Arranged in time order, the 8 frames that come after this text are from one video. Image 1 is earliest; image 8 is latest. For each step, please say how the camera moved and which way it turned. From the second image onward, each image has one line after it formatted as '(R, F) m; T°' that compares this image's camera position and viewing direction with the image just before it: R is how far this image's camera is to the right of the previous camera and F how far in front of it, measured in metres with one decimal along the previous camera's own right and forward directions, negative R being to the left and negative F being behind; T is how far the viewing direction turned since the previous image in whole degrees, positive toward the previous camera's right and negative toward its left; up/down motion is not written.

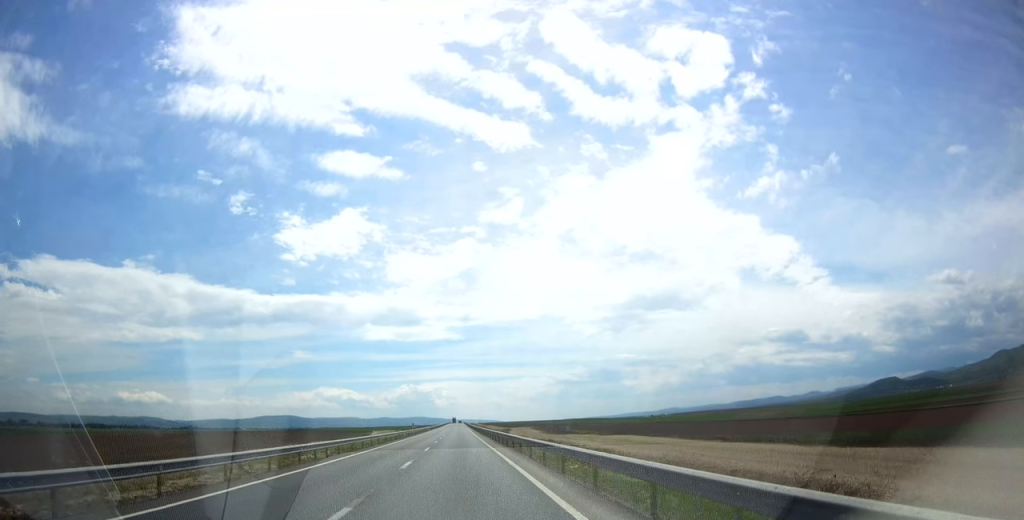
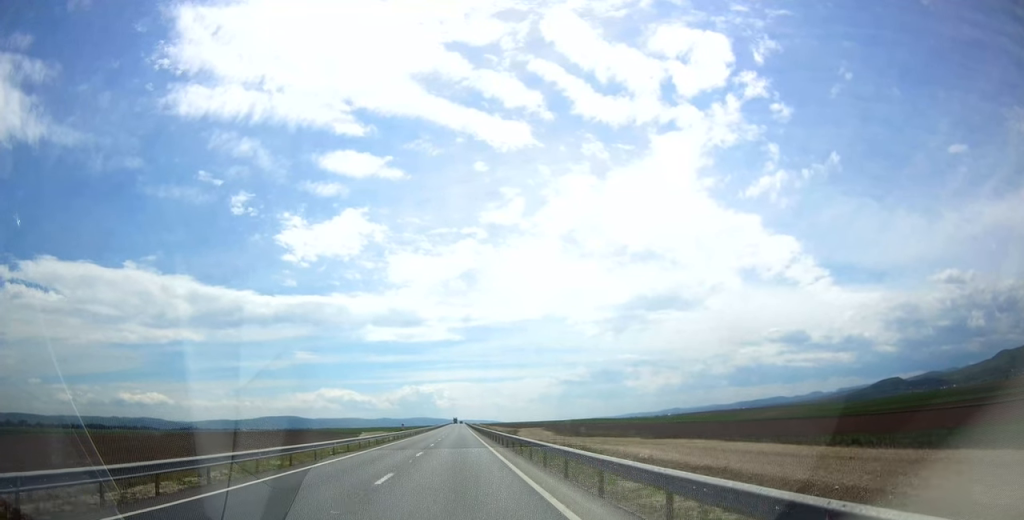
(-0.2, +17.3) m; 0°
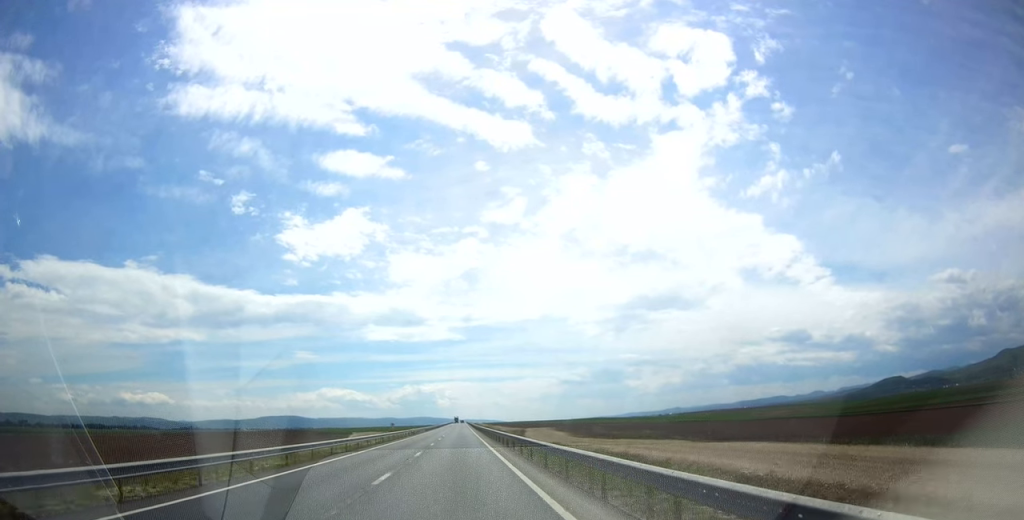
(0.0, +11.9) m; 0°
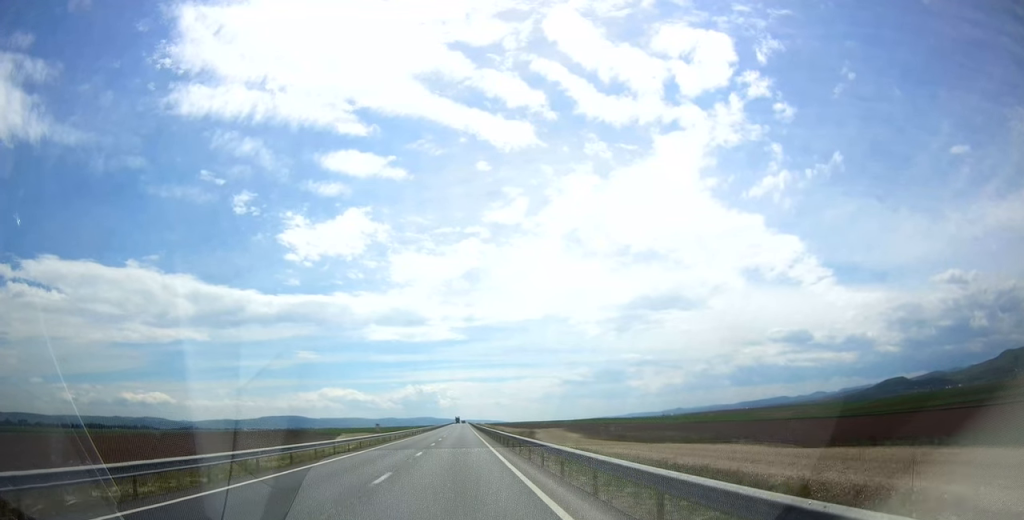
(+0.2, +12.0) m; 0°
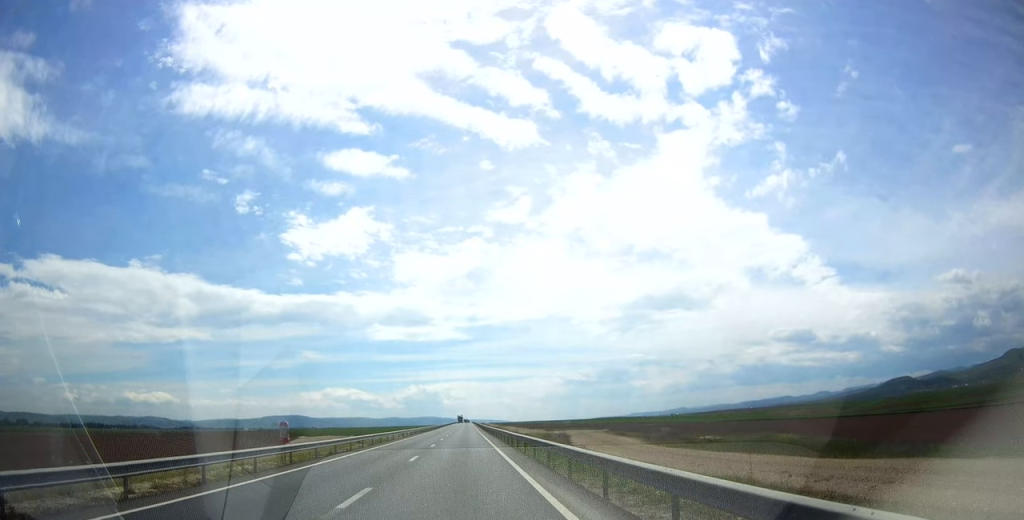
(-0.3, +28.4) m; -1°
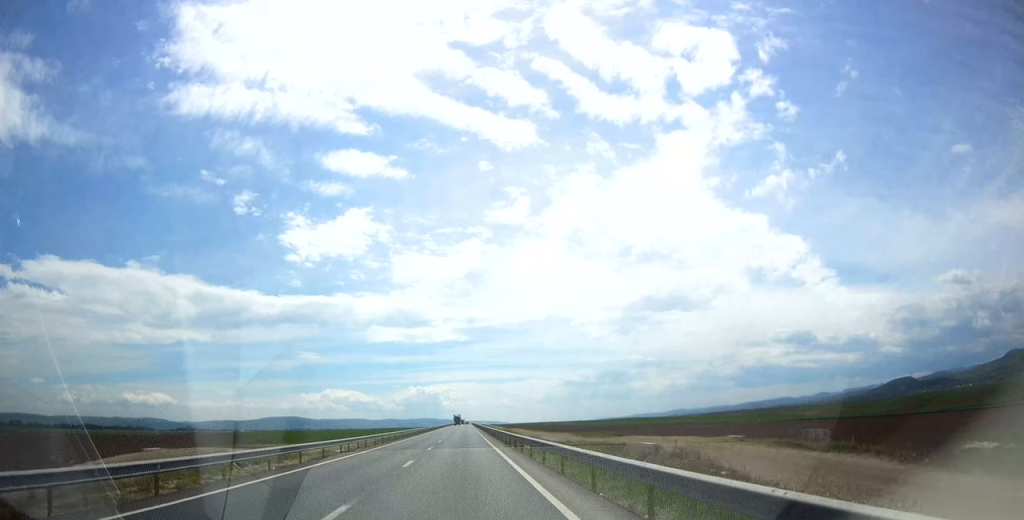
(-0.2, +38.3) m; 0°
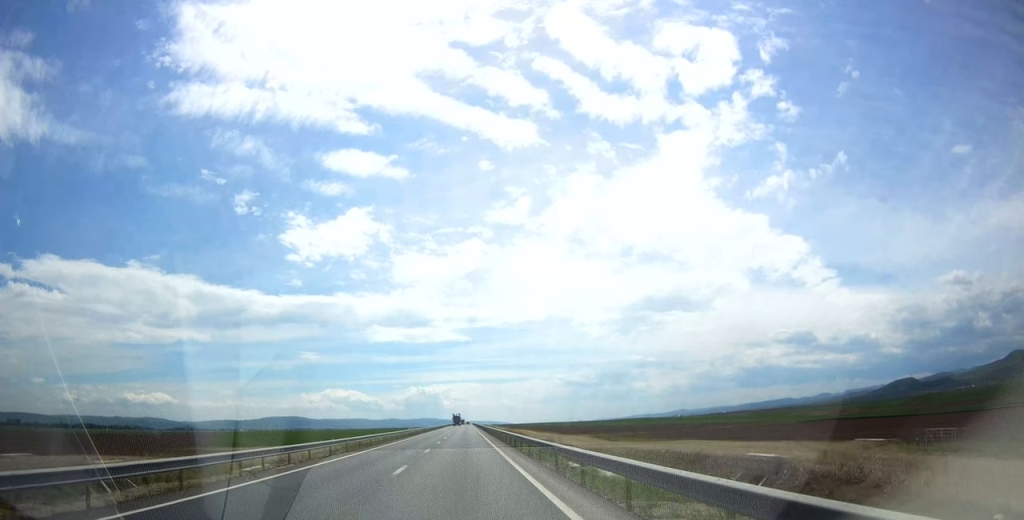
(+0.2, +15.4) m; 0°
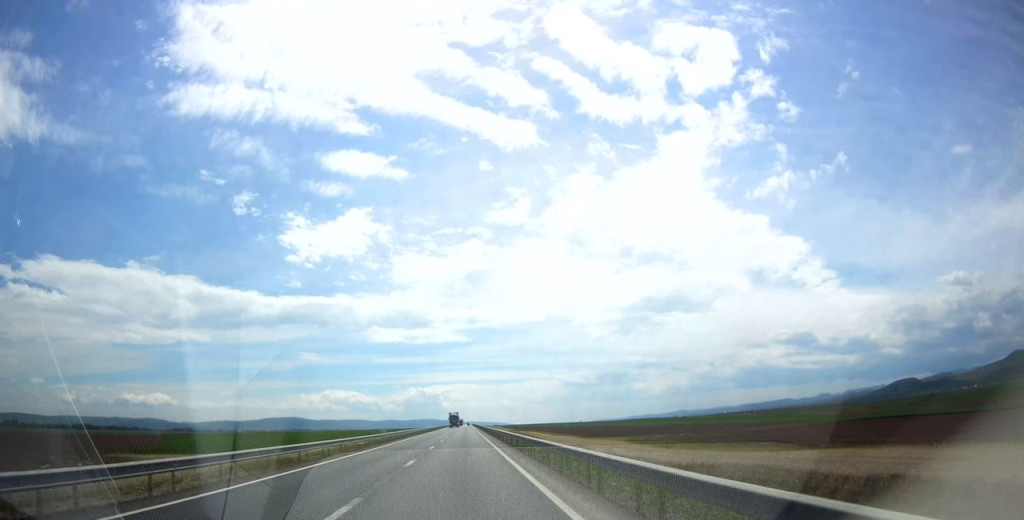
(0.0, +20.8) m; 0°
